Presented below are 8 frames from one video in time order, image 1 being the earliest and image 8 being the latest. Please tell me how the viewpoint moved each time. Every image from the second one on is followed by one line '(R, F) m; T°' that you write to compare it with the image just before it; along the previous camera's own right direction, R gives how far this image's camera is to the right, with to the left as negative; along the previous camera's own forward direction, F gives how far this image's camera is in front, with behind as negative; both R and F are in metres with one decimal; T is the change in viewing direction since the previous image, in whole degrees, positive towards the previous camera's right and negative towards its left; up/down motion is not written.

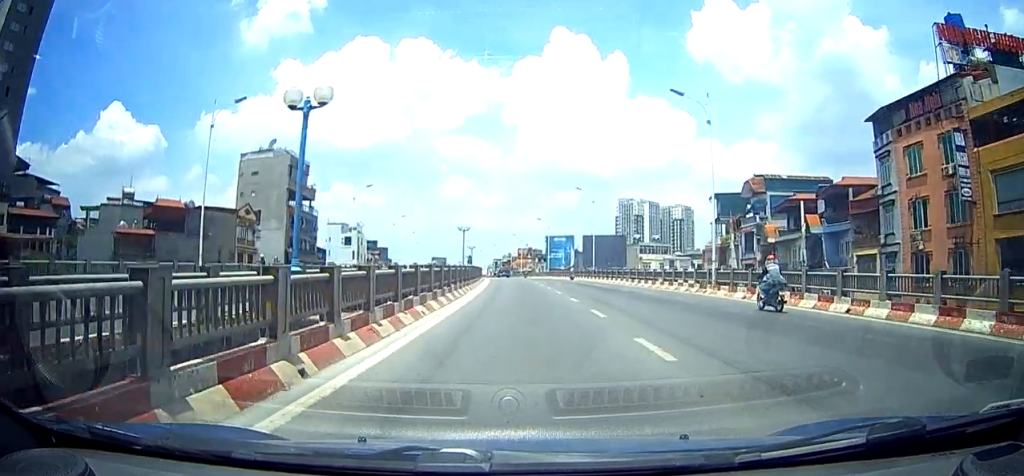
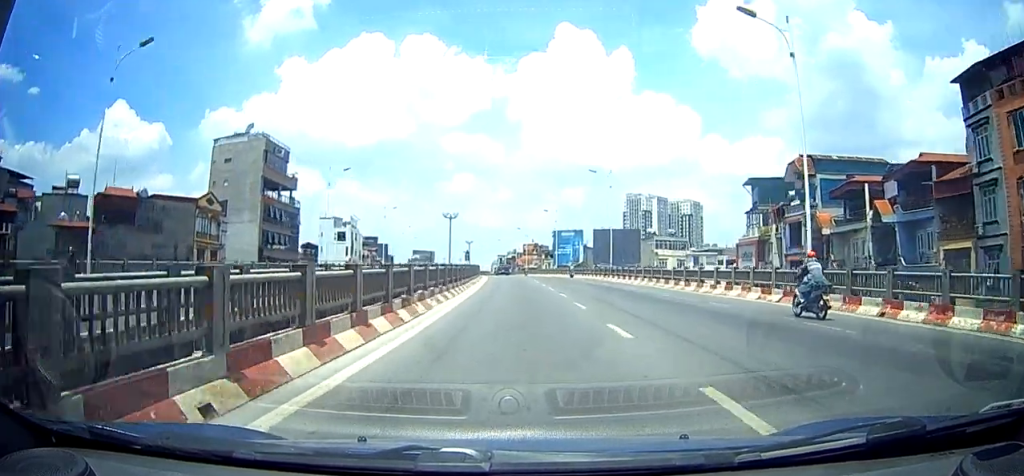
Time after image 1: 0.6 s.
(-0.2, +10.6) m; -3°
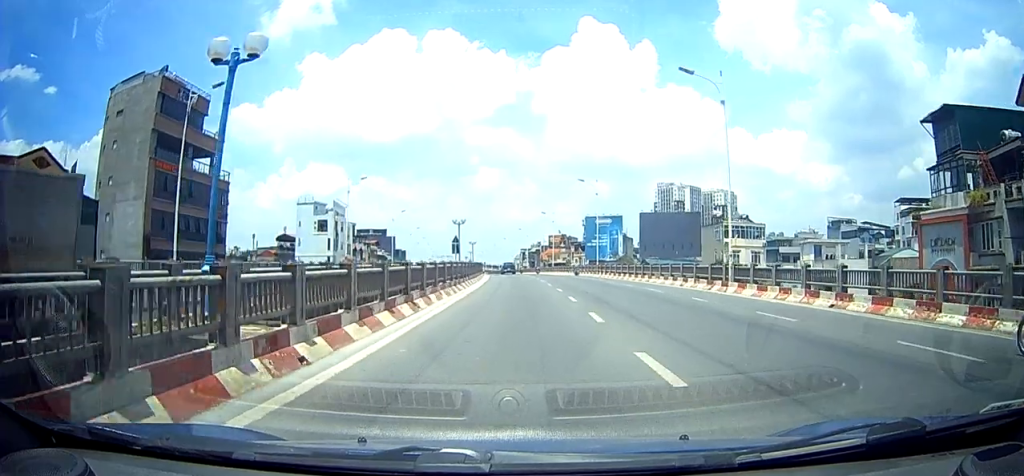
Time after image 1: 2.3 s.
(-2.1, +27.4) m; -6°
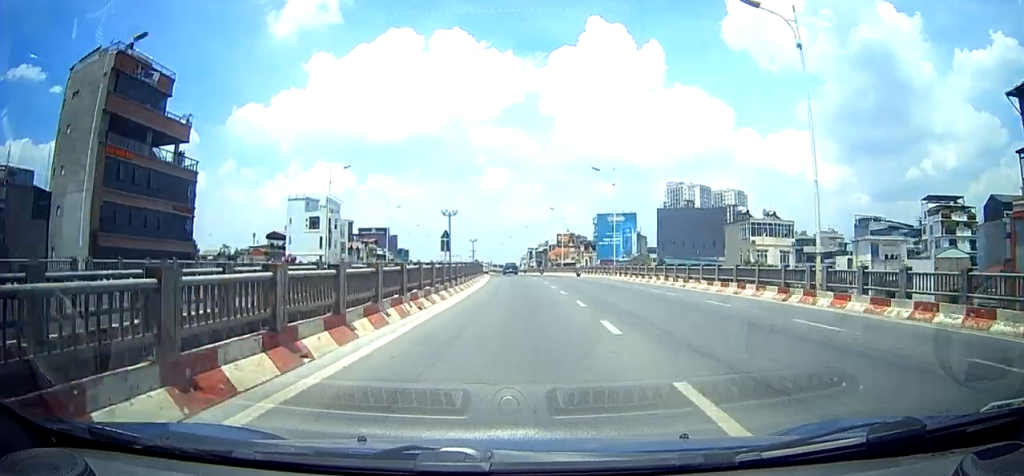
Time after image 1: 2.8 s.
(0.0, +8.2) m; 0°
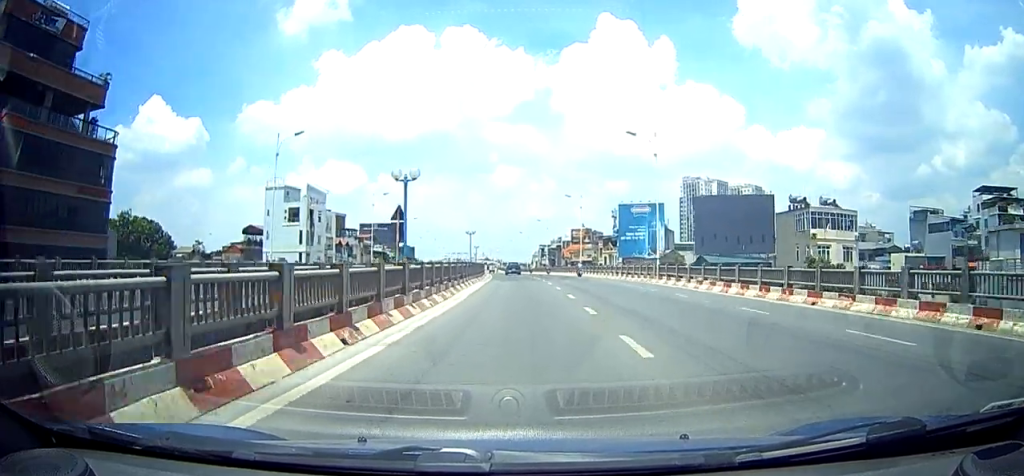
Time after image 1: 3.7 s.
(0.0, +14.5) m; 0°
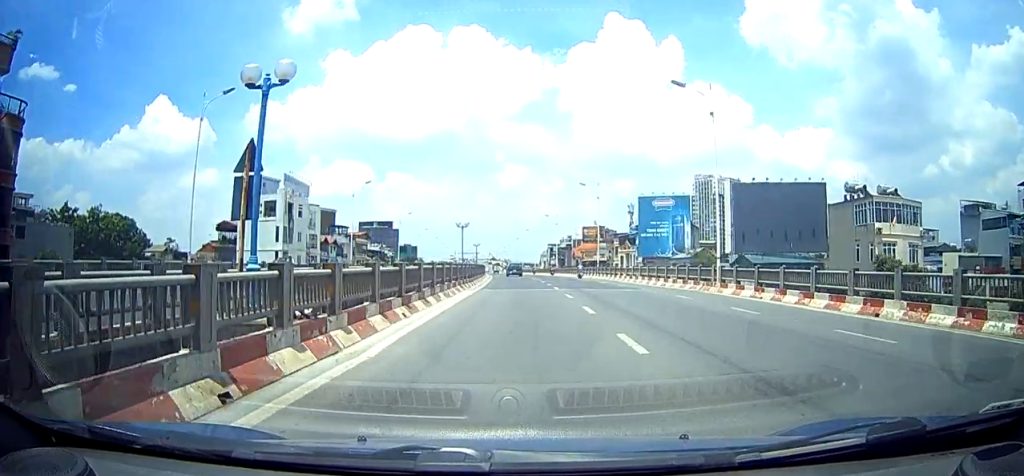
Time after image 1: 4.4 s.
(0.0, +10.9) m; -1°
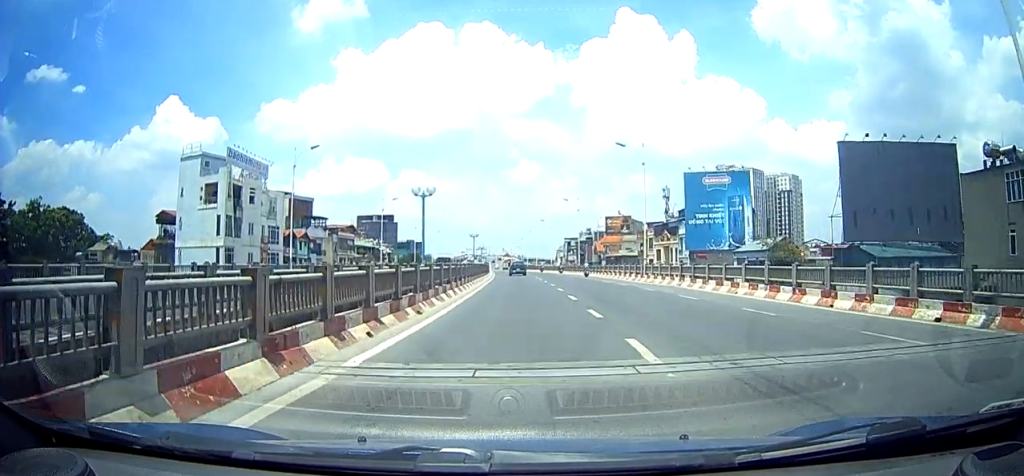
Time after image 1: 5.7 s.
(-0.4, +18.9) m; -1°
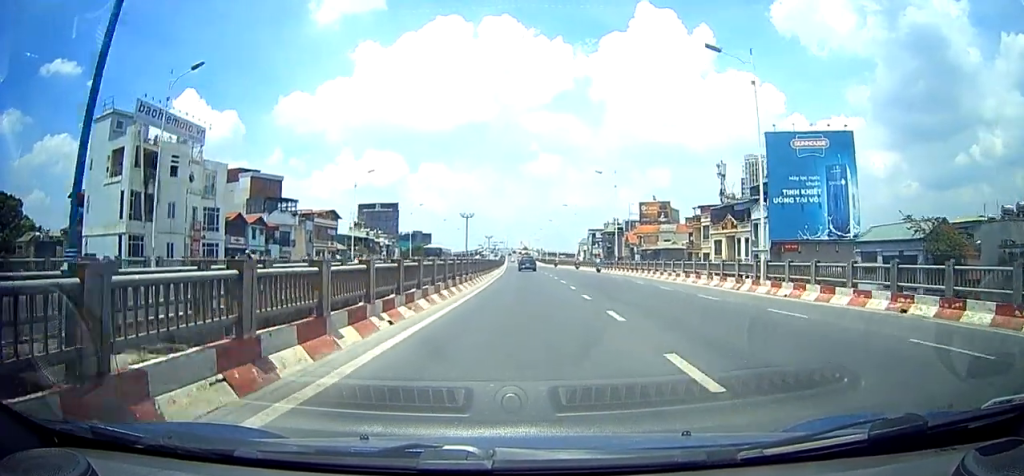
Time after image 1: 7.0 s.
(-0.1, +19.4) m; 0°
